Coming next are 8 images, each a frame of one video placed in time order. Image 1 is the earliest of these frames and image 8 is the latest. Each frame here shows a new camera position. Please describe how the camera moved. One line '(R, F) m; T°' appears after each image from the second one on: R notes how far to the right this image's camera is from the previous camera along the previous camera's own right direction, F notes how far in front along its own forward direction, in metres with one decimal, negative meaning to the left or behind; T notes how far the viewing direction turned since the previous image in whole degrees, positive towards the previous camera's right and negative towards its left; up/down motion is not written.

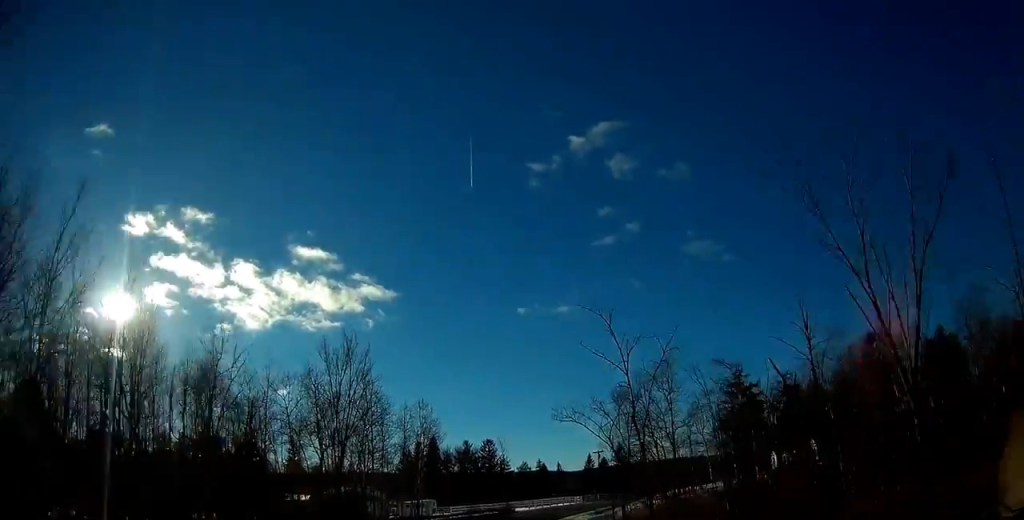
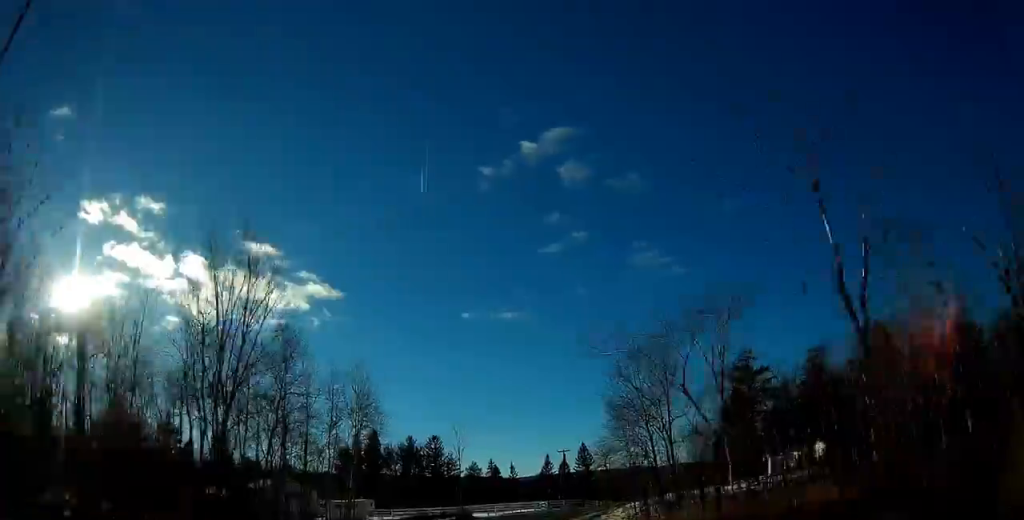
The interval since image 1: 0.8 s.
(+0.7, +16.9) m; +5°
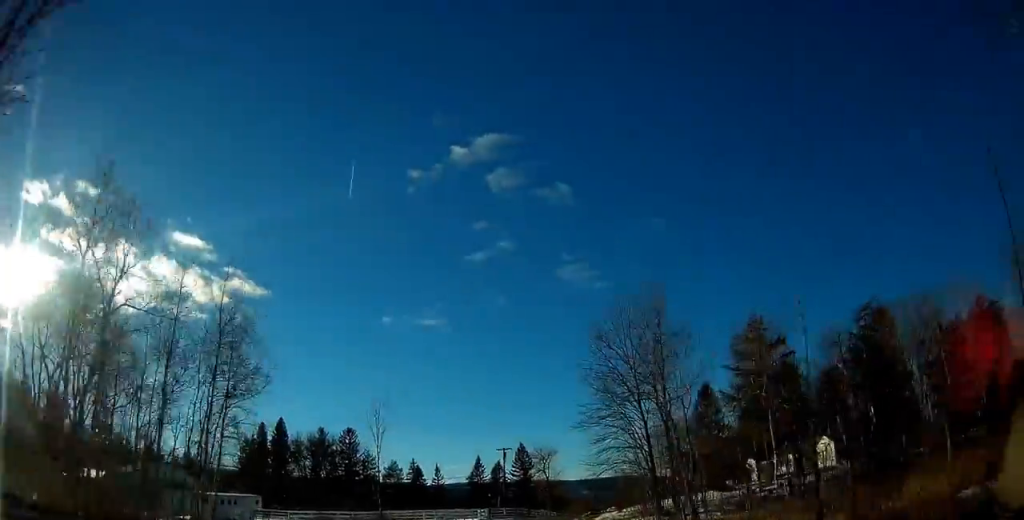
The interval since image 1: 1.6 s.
(+1.0, +19.3) m; +7°
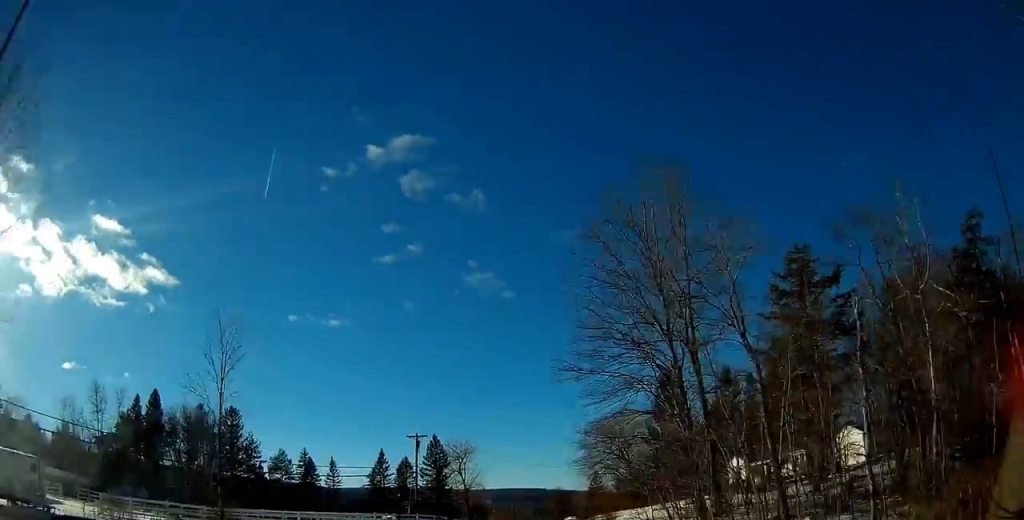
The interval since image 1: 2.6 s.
(+1.3, +21.6) m; +9°
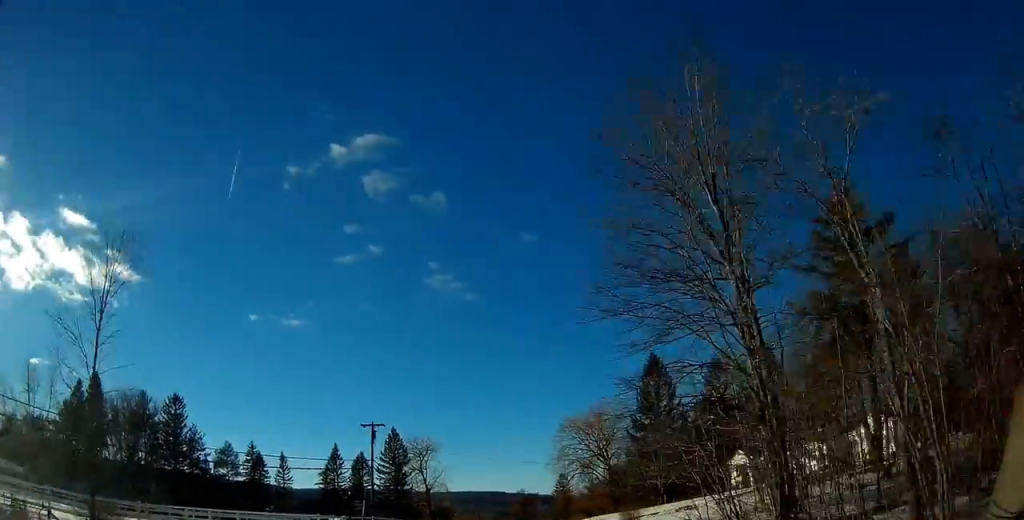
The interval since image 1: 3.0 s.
(+0.7, +9.7) m; +4°
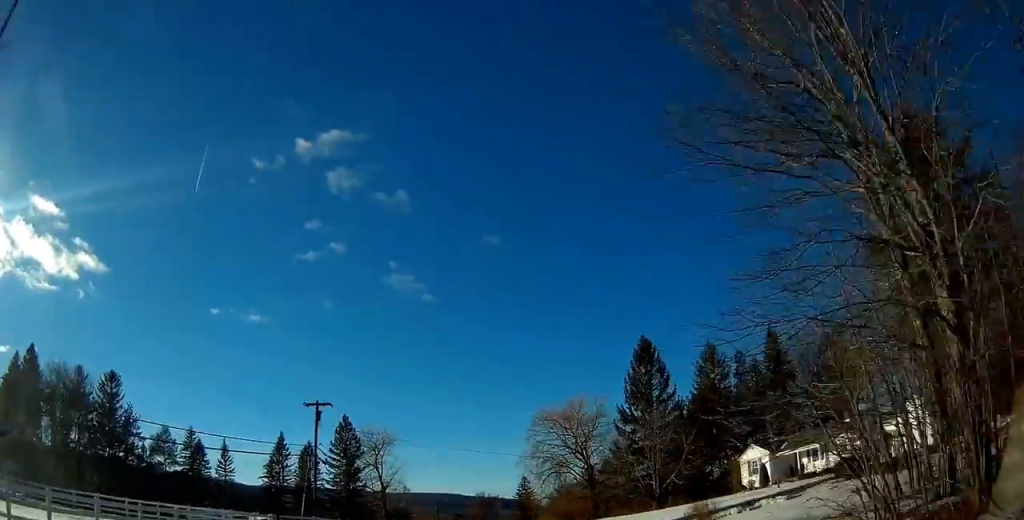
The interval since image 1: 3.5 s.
(+0.4, +10.4) m; +4°
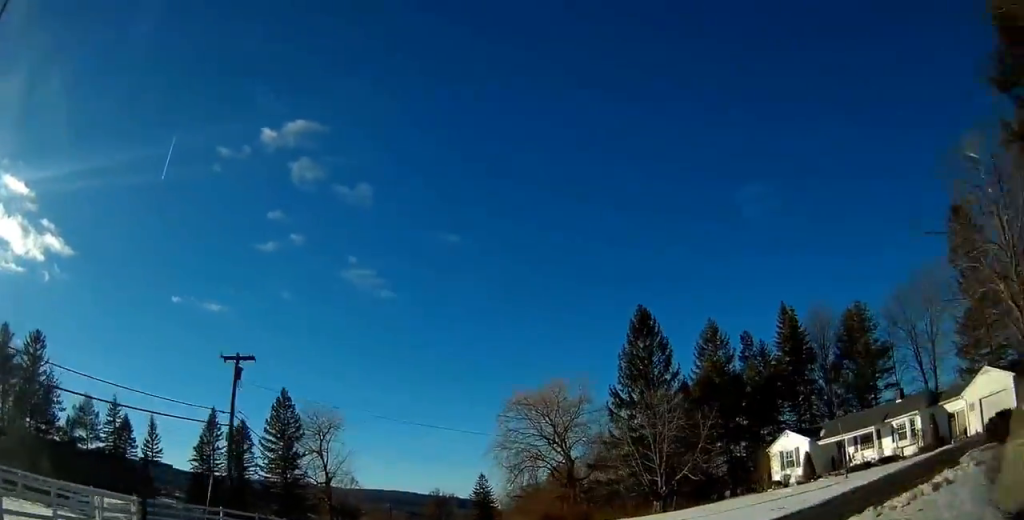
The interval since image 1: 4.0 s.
(+0.5, +11.9) m; +4°
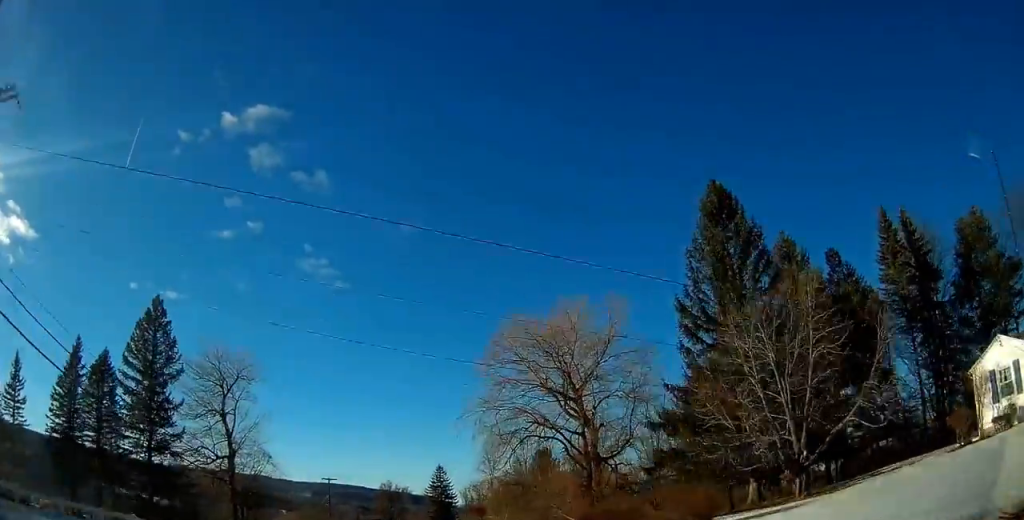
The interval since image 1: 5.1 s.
(+1.5, +23.8) m; +6°
